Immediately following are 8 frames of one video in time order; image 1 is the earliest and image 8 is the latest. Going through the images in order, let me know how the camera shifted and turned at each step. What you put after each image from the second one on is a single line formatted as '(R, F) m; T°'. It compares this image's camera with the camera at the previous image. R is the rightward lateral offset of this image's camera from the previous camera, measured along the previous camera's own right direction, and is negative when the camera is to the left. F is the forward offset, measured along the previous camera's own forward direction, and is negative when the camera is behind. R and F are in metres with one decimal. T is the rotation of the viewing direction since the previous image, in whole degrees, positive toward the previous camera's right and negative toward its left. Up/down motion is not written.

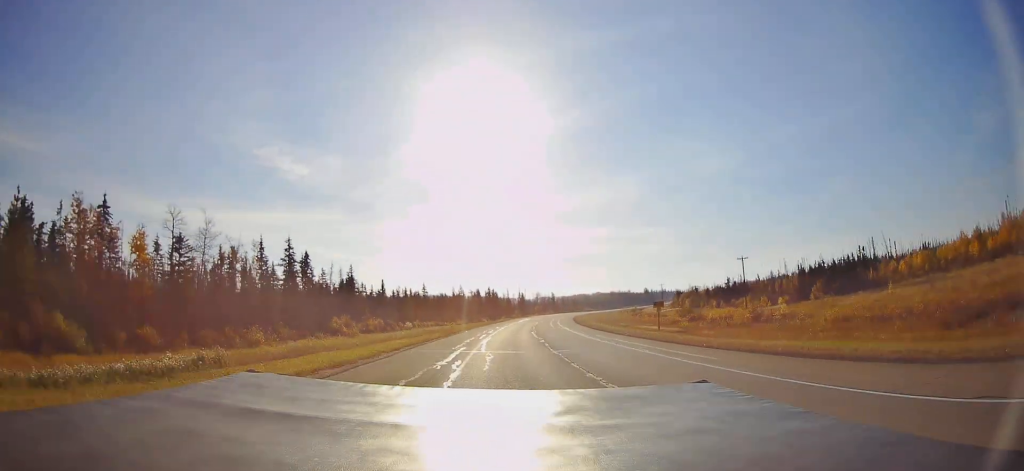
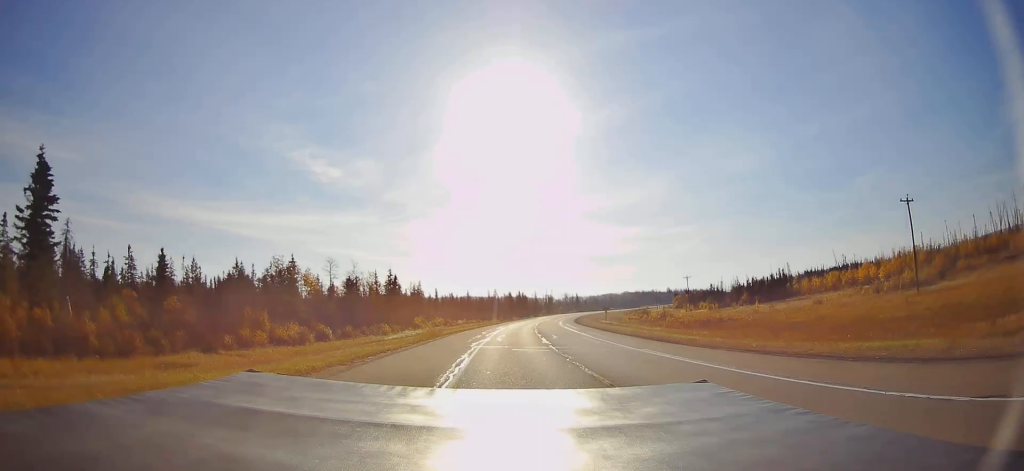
(-0.8, +48.1) m; -4°
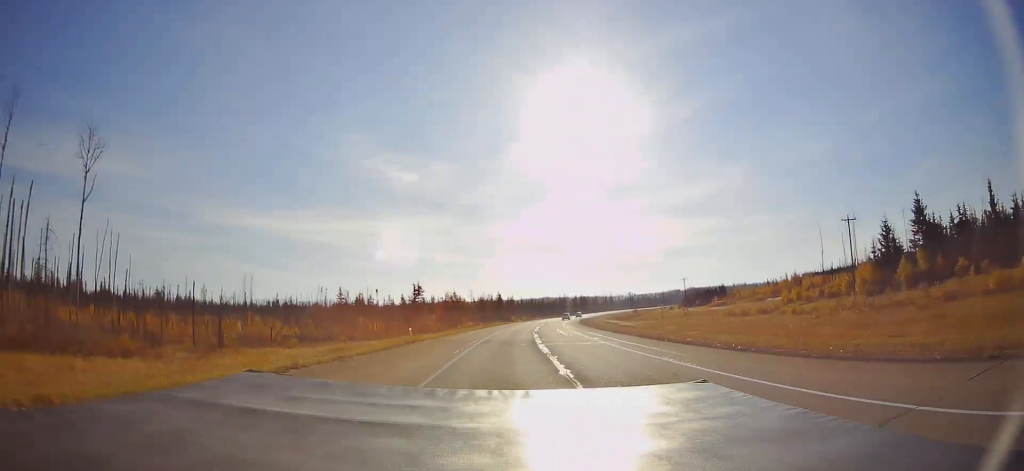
(-8.3, +109.7) m; -7°
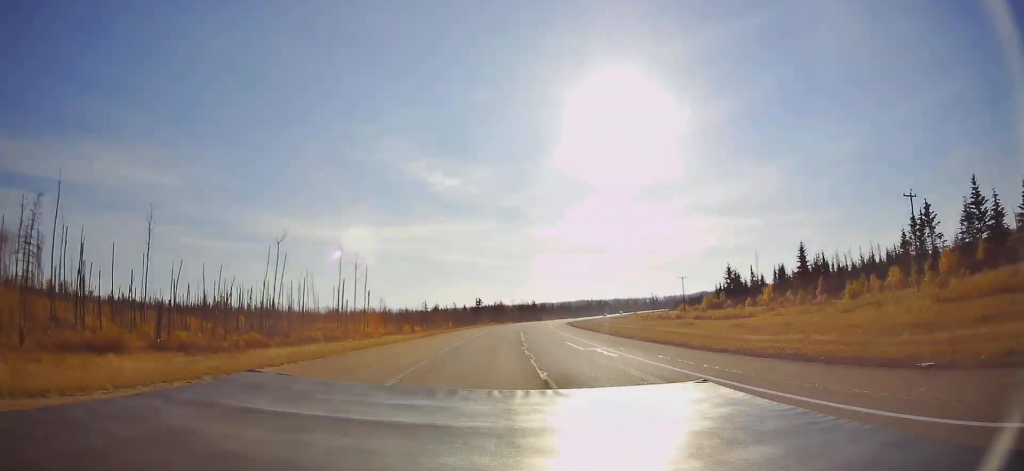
(-3.2, +80.8) m; -5°
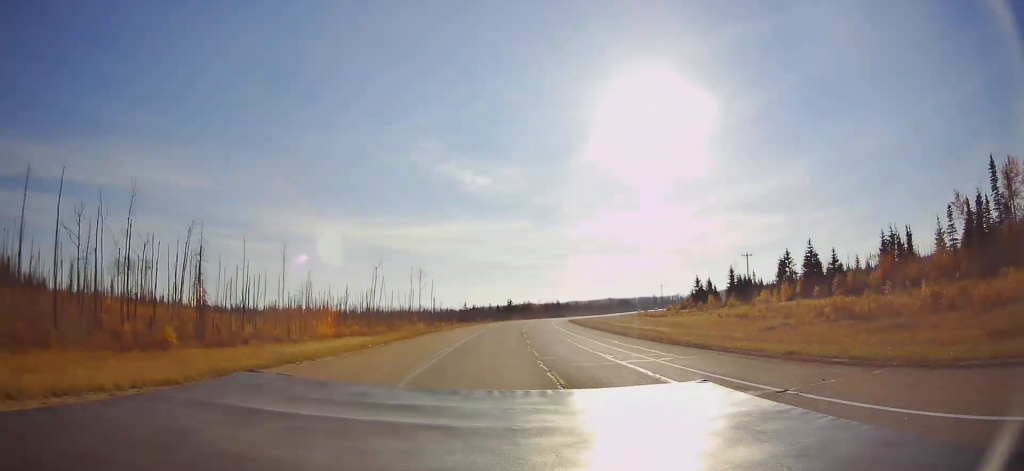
(-1.4, +47.2) m; -3°
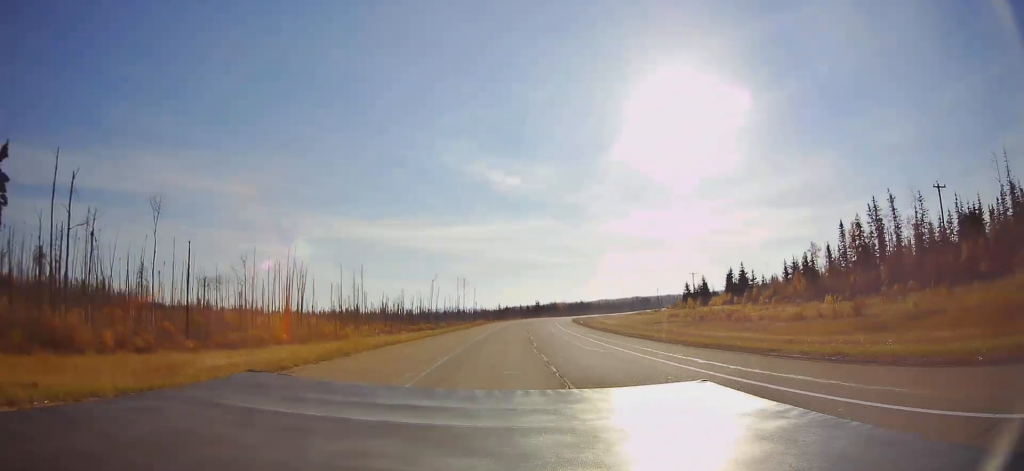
(-0.5, +44.8) m; -3°
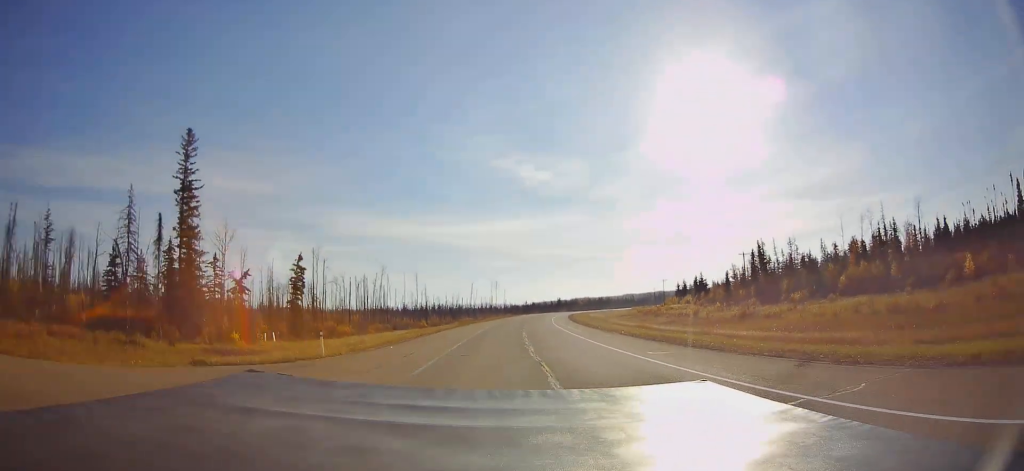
(-2.4, +51.4) m; -4°
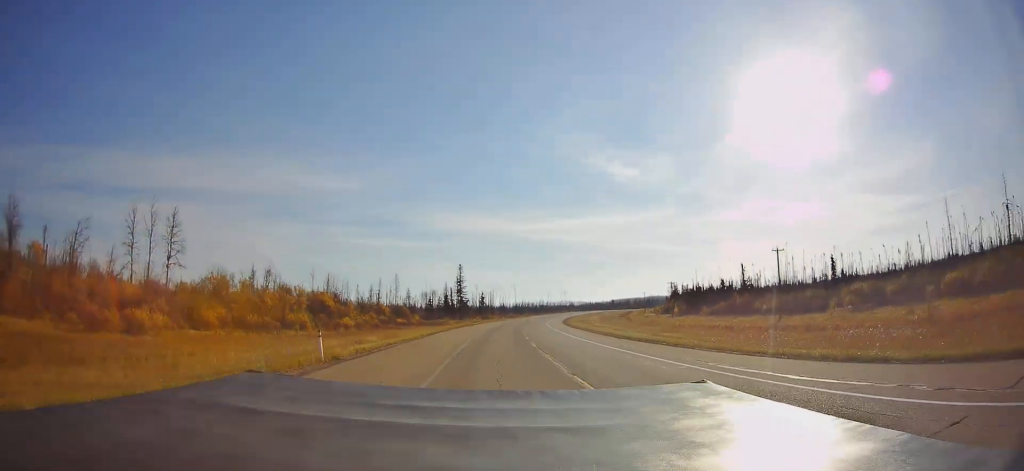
(-11.9, +150.1) m; -8°
